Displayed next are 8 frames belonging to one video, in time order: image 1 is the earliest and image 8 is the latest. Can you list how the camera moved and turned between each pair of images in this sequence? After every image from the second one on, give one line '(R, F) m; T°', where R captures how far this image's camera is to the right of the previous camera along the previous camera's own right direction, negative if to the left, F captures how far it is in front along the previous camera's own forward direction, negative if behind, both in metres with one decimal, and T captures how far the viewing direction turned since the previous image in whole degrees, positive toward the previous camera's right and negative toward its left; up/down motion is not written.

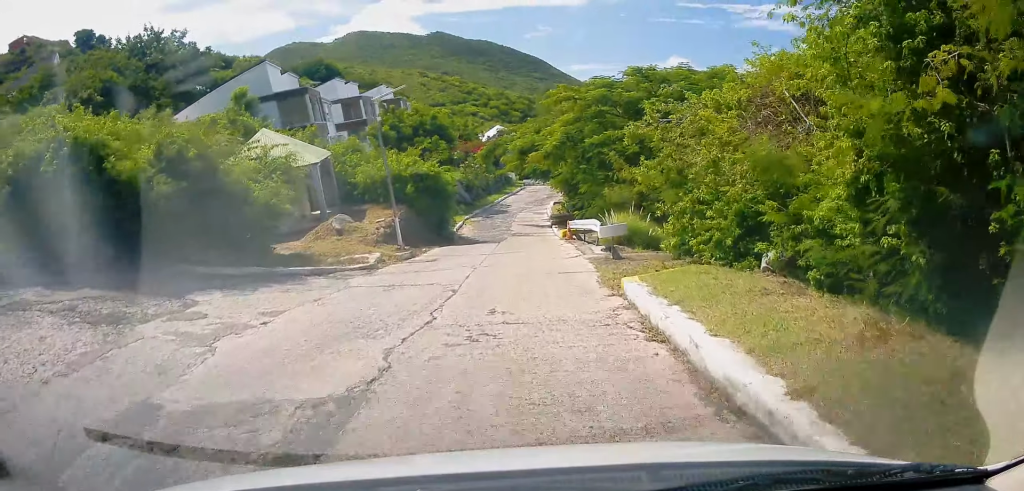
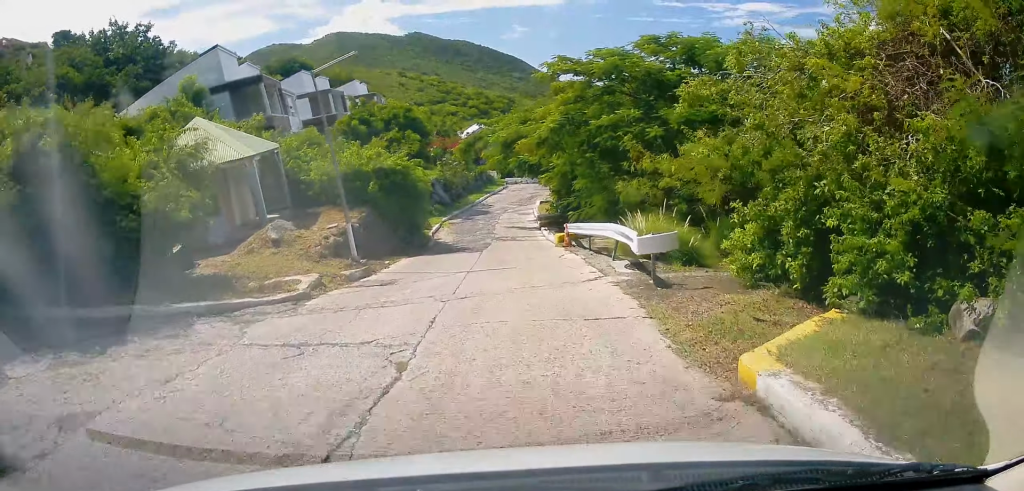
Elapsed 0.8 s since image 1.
(+0.3, +4.4) m; +4°
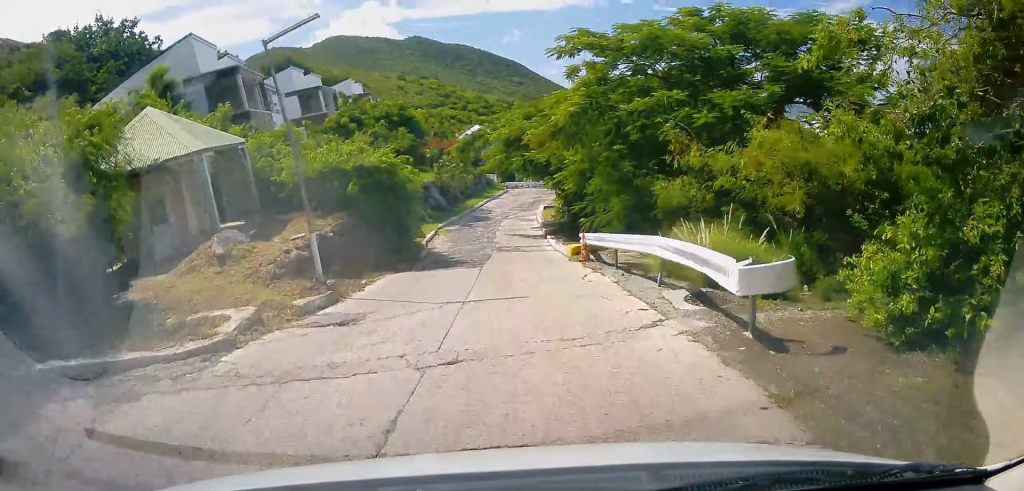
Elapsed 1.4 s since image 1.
(+0.1, +3.4) m; 0°
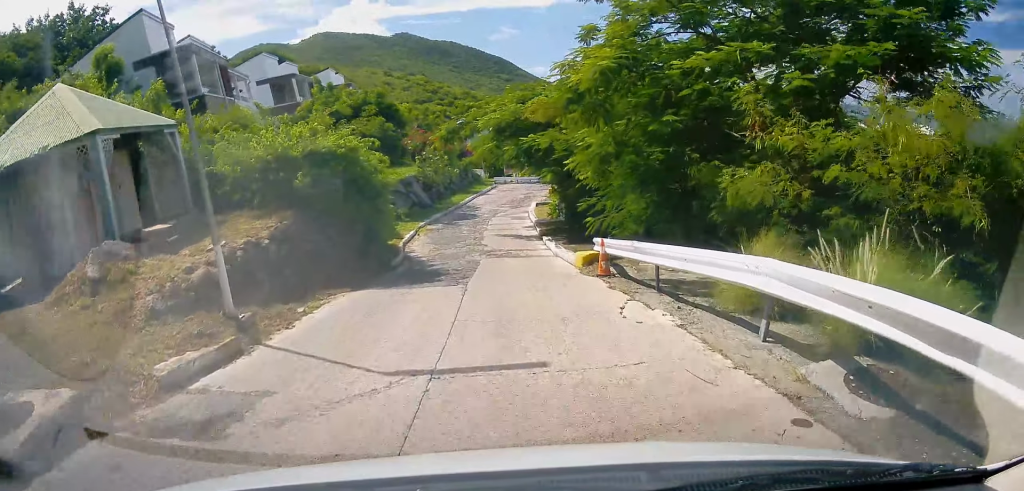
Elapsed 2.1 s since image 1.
(-0.1, +4.0) m; -3°
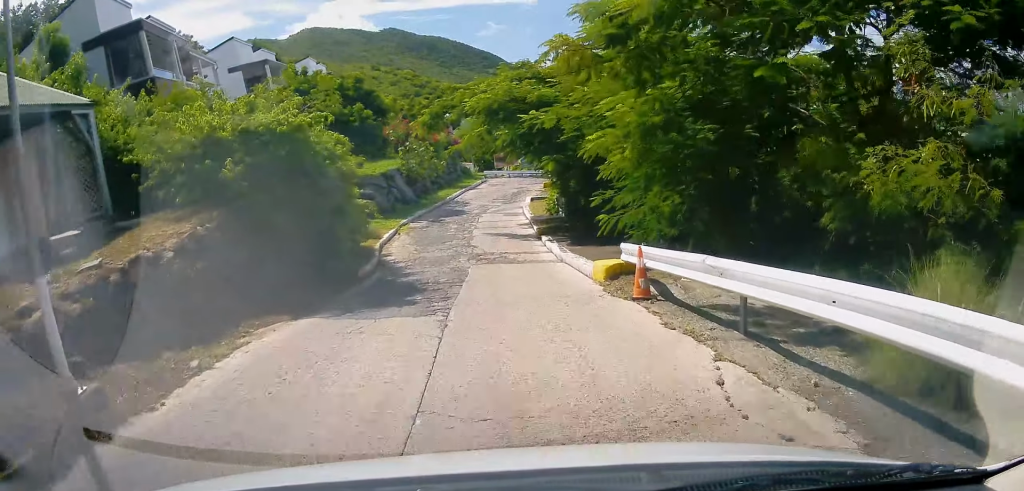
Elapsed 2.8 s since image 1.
(-0.1, +3.6) m; +1°
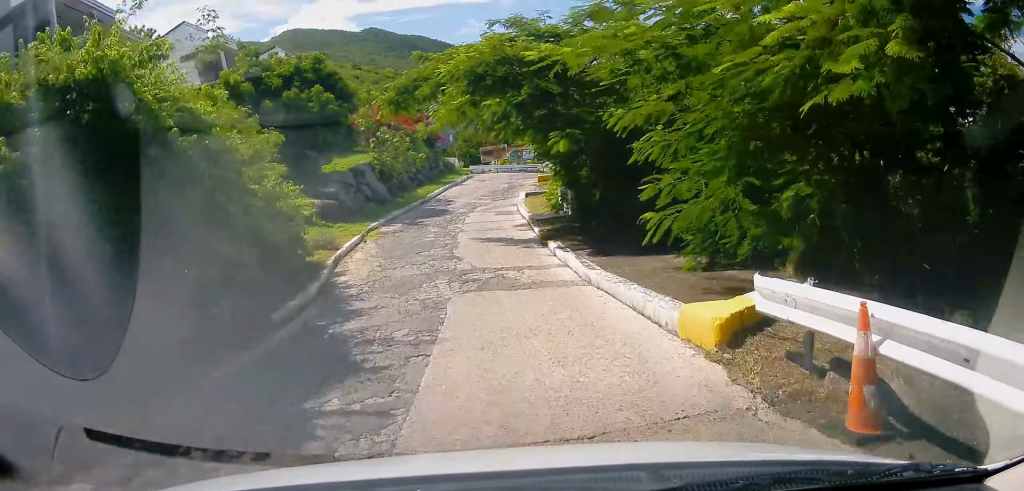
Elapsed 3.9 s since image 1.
(+0.3, +5.6) m; +4°
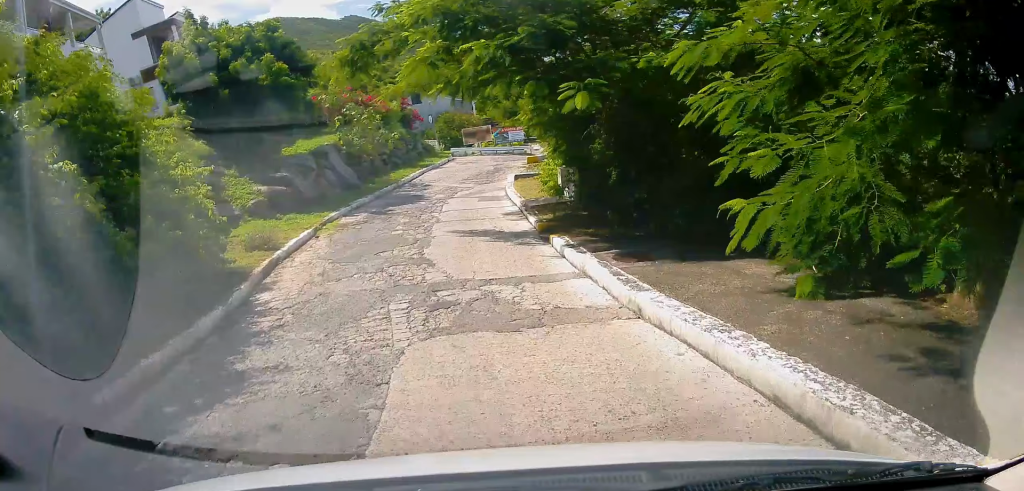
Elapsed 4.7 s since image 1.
(+0.1, +4.3) m; +1°
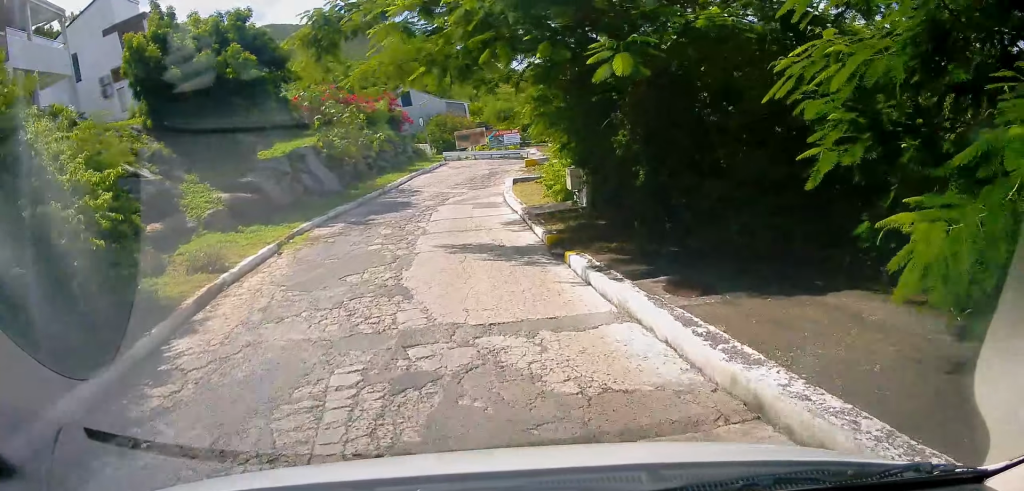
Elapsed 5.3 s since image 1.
(-0.2, +3.0) m; 0°
